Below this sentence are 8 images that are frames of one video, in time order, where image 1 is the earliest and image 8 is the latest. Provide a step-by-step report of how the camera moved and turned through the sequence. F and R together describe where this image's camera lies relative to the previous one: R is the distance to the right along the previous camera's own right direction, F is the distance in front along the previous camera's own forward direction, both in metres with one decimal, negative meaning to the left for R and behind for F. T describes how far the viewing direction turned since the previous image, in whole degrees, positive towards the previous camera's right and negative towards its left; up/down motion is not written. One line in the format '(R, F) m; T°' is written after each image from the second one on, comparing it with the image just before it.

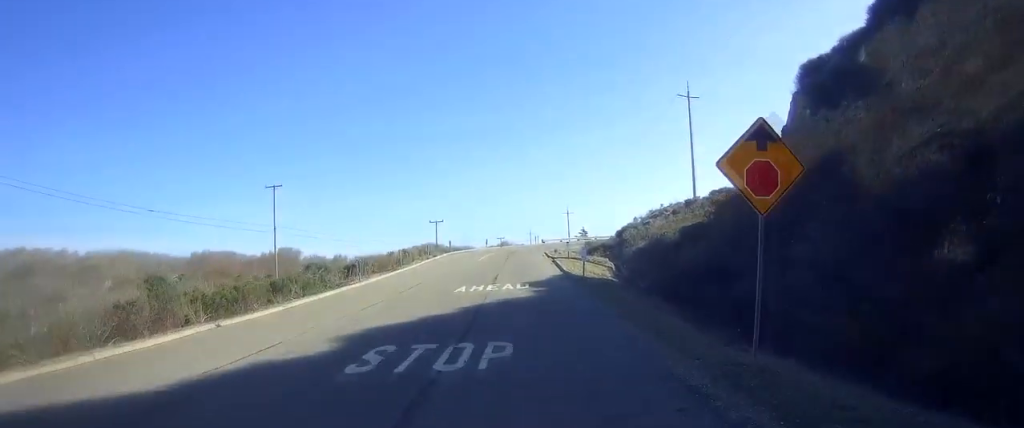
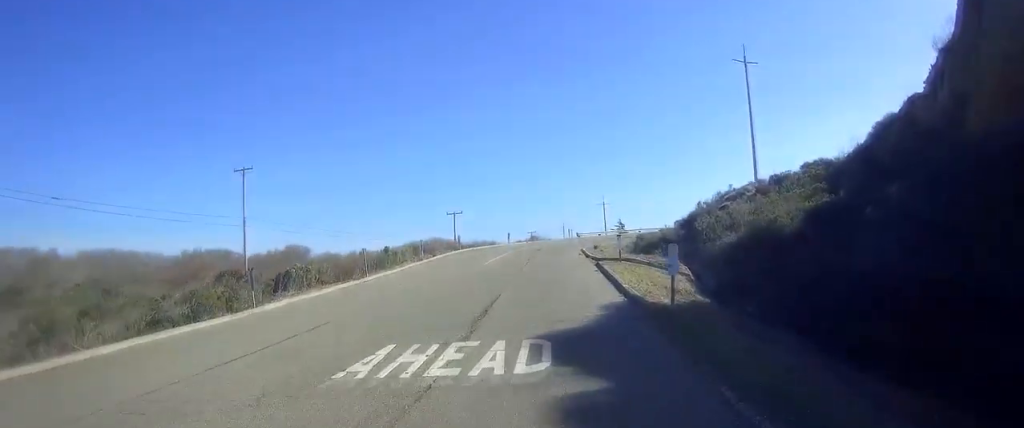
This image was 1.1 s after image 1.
(-0.5, +15.2) m; -4°
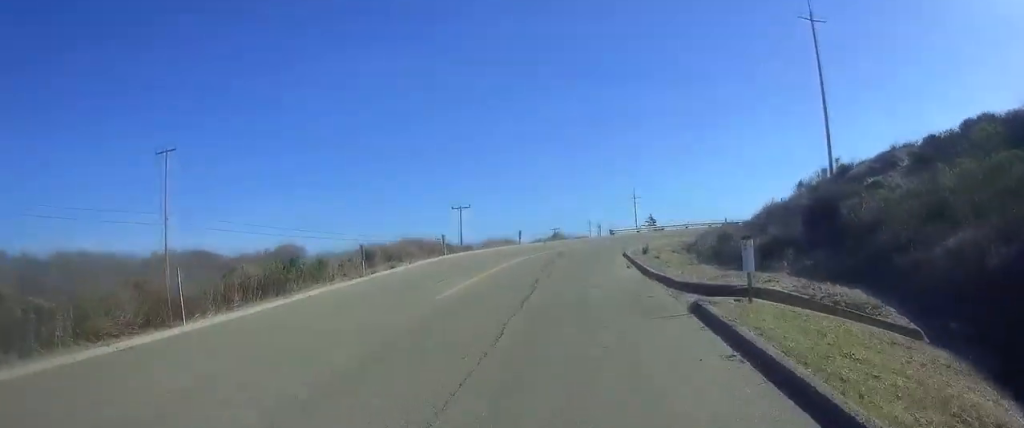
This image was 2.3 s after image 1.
(-0.4, +16.2) m; -1°
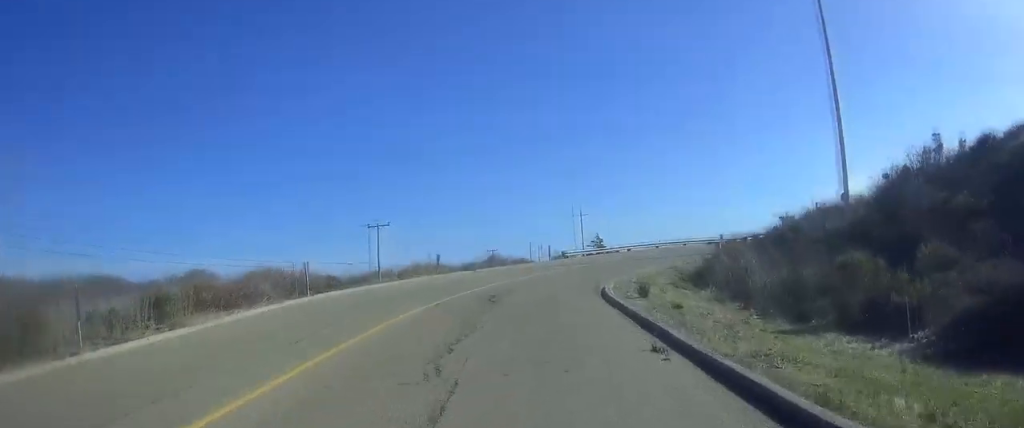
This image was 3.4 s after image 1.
(0.0, +13.6) m; -2°
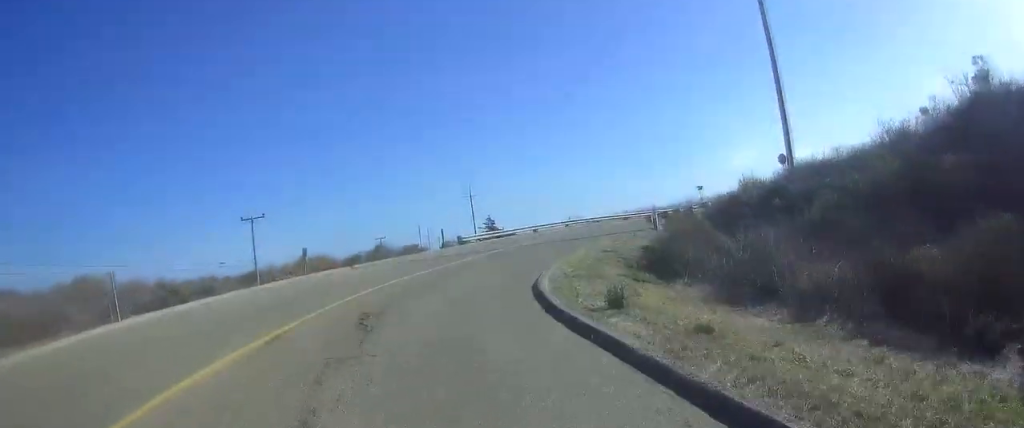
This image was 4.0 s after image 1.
(-0.1, +6.9) m; +1°
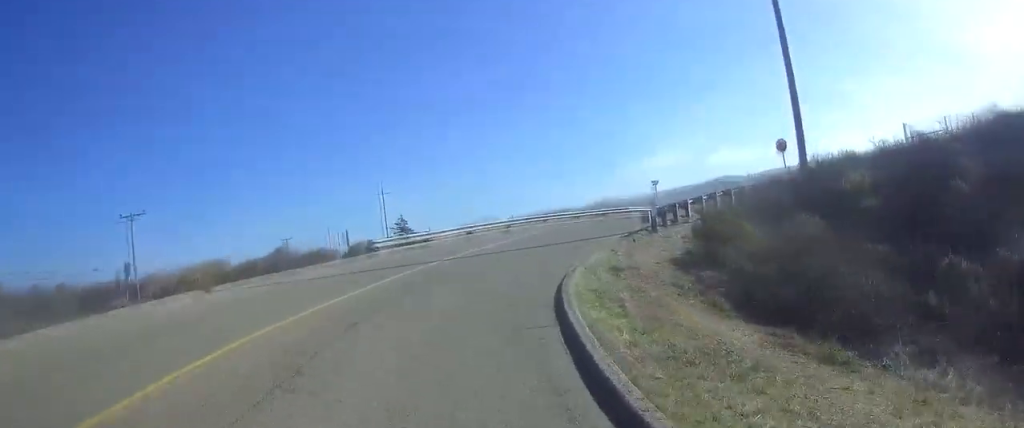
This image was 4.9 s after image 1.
(-0.1, +10.1) m; +9°
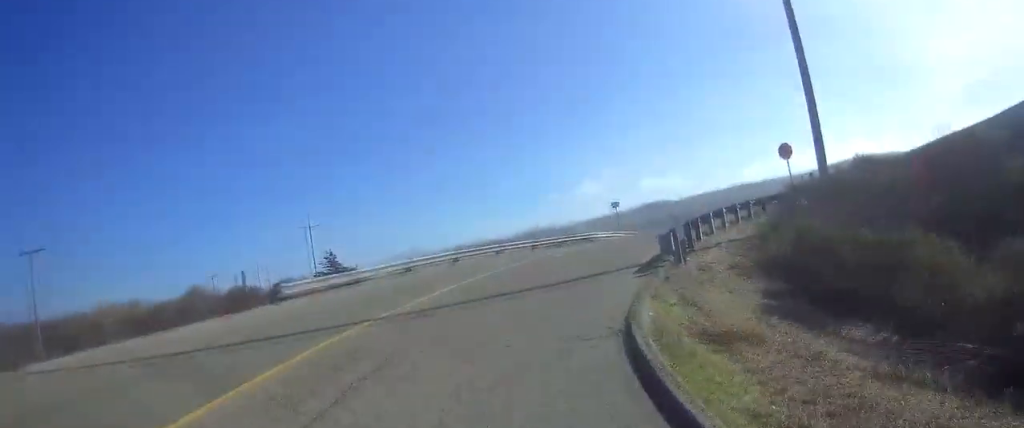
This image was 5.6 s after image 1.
(+0.7, +7.3) m; +14°
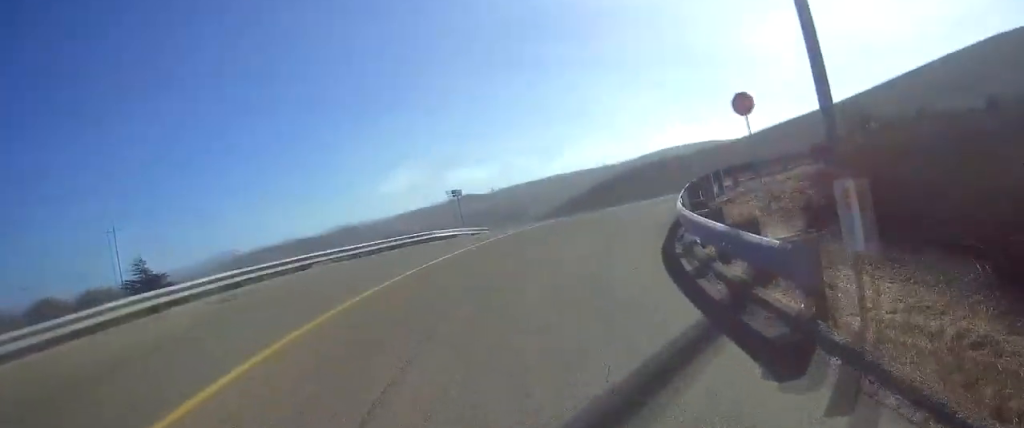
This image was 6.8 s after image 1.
(+2.6, +11.0) m; +23°
